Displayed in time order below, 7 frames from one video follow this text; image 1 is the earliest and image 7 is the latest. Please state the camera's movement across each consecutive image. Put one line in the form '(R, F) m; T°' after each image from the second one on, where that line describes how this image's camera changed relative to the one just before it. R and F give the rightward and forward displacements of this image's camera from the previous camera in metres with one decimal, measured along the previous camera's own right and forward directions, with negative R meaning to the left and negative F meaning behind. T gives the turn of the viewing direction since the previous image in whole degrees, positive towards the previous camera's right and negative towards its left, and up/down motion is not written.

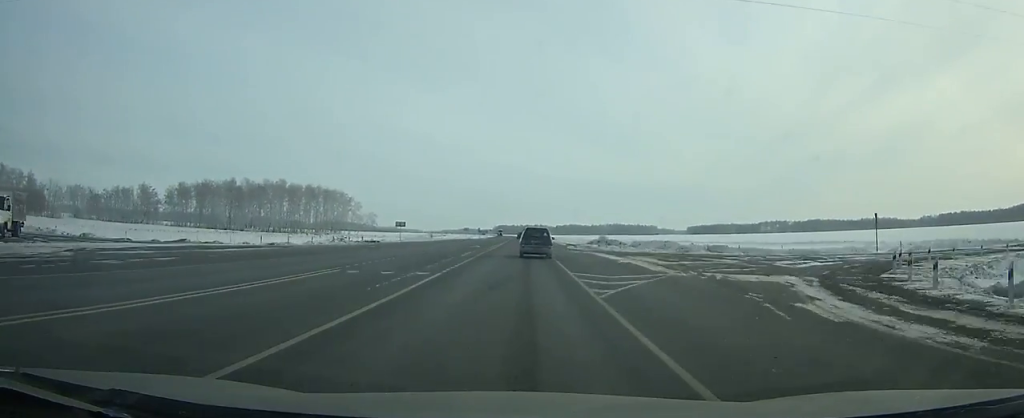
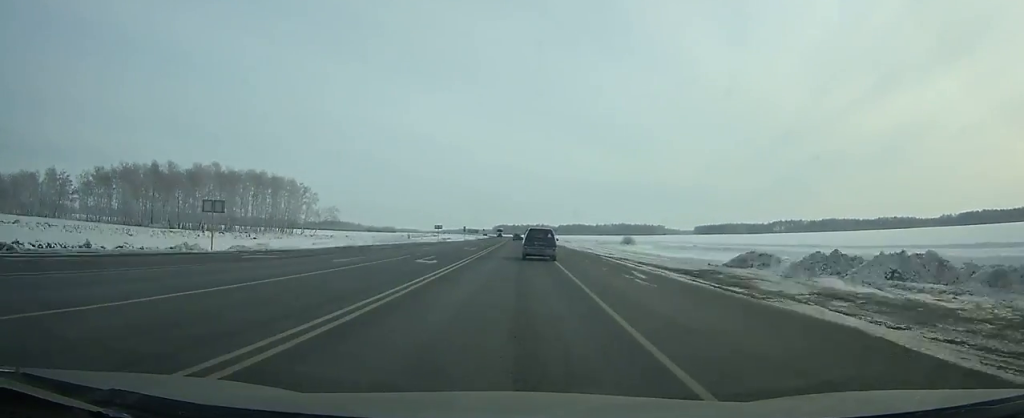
(0.0, +51.2) m; 0°
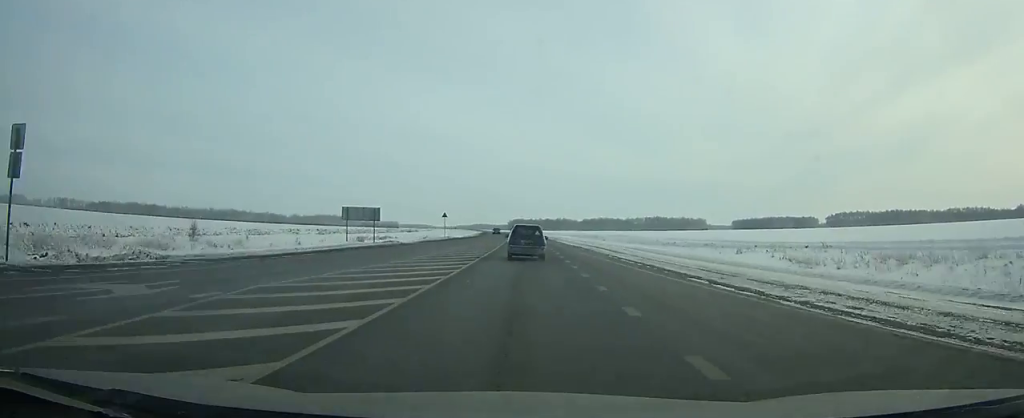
(-1.4, +142.5) m; -1°
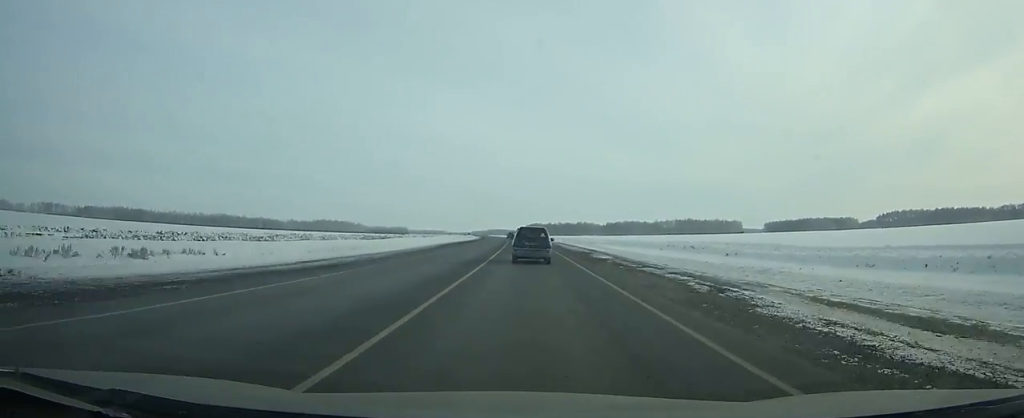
(-1.0, +84.1) m; -2°
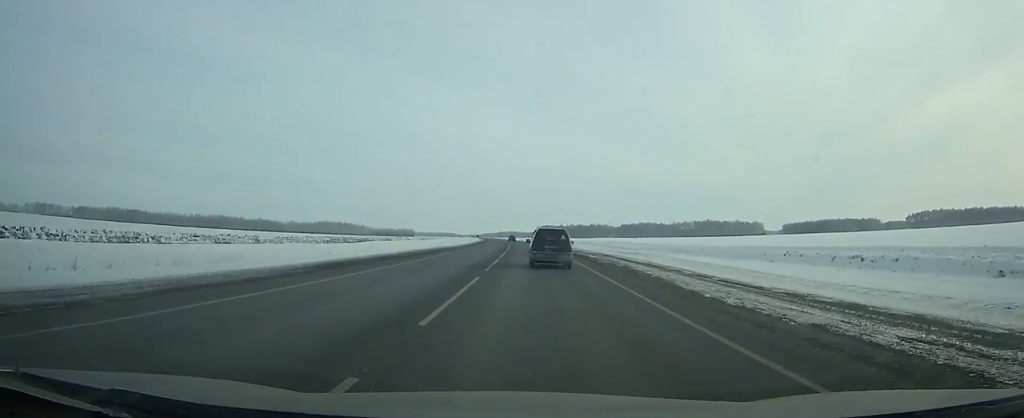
(-0.3, +39.8) m; -1°
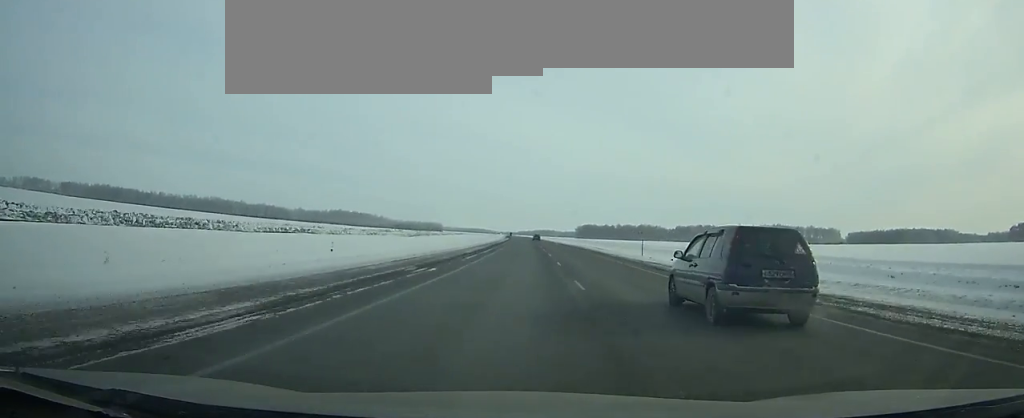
(-3.0, +109.8) m; -2°
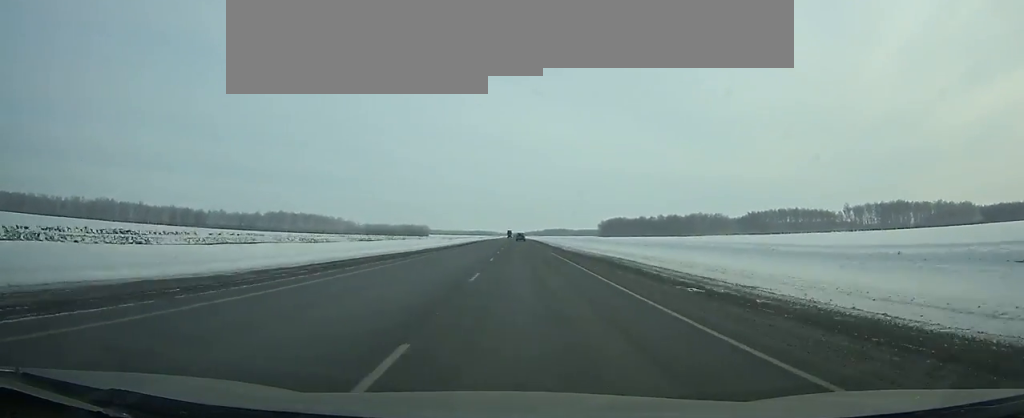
(-1.6, +211.9) m; -1°
